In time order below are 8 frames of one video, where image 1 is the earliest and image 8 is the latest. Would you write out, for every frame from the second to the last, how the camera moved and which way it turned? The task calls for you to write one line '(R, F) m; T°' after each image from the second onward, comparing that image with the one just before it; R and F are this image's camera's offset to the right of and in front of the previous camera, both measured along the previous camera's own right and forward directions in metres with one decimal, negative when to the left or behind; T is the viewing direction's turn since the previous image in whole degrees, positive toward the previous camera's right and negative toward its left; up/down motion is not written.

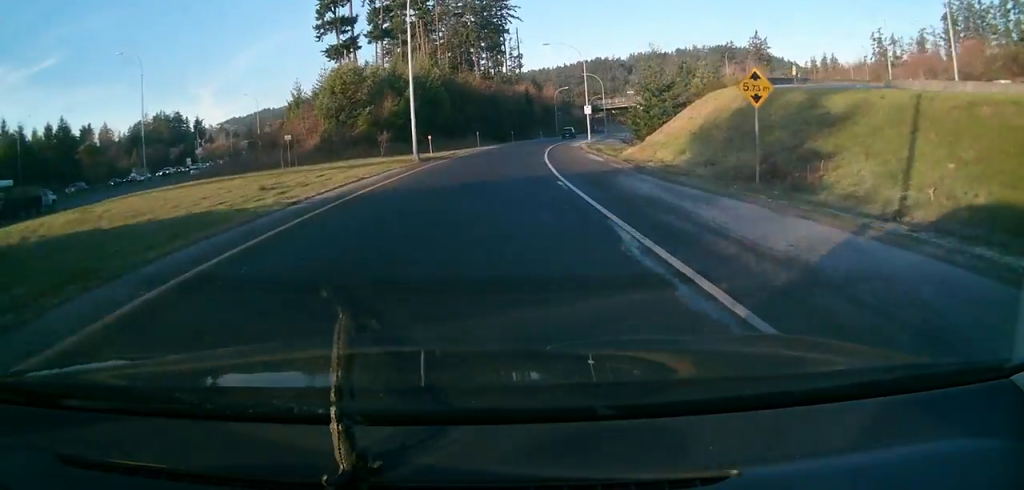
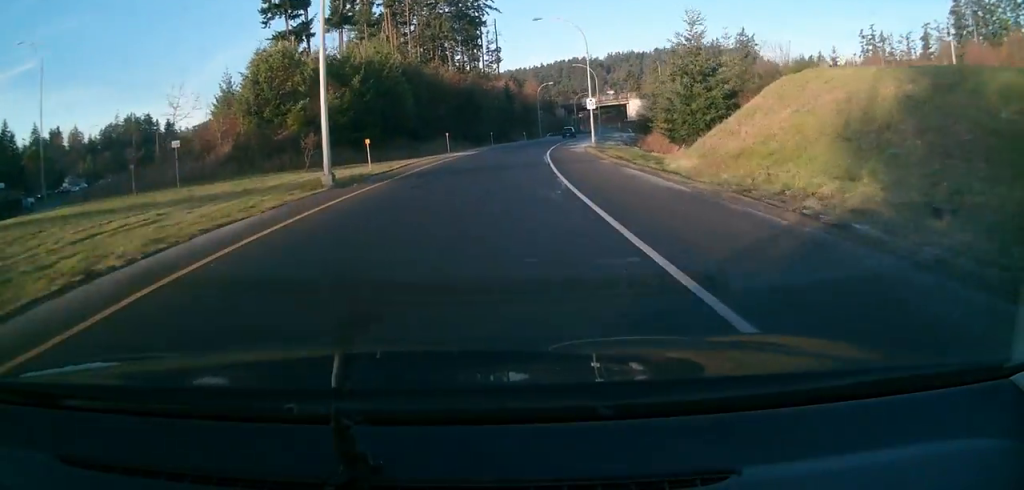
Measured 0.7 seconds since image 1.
(0.0, +15.1) m; 0°
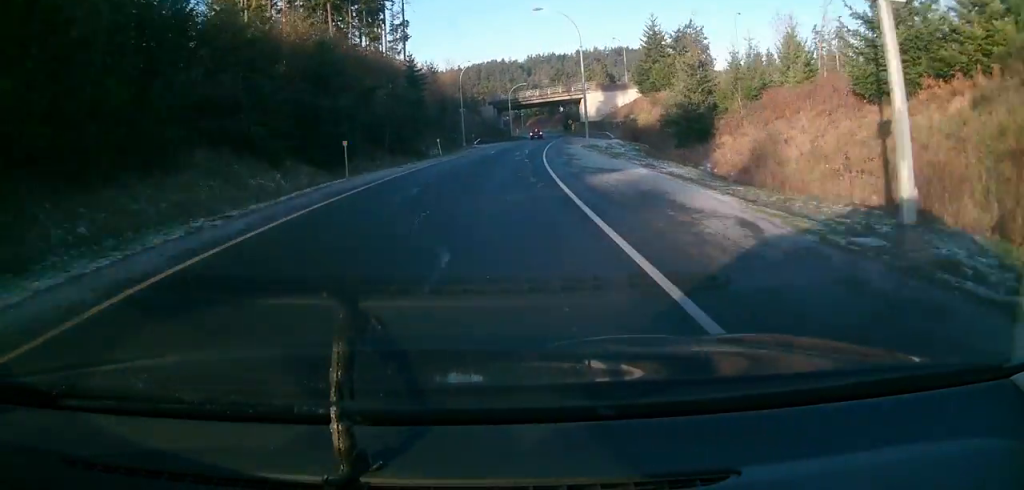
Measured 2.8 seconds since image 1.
(0.0, +45.3) m; 0°
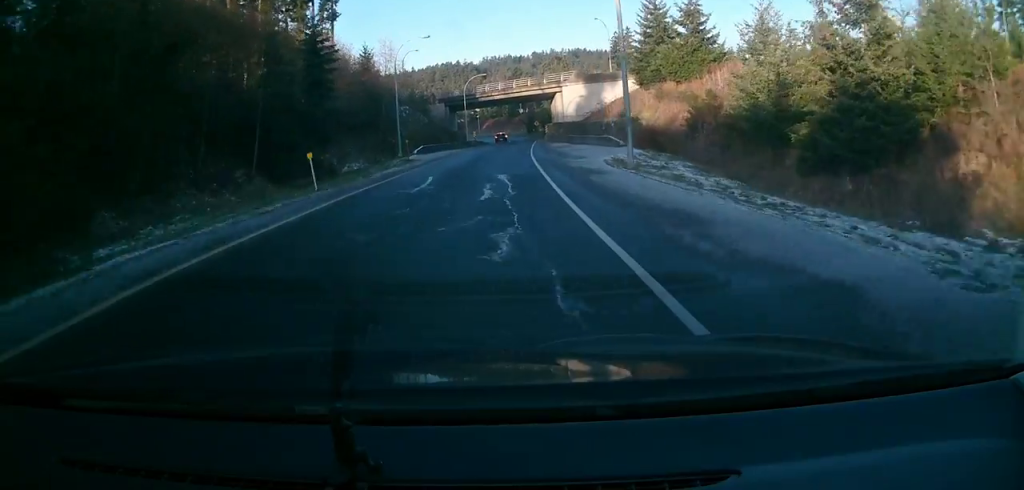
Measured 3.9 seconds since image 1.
(0.0, +25.8) m; +5°
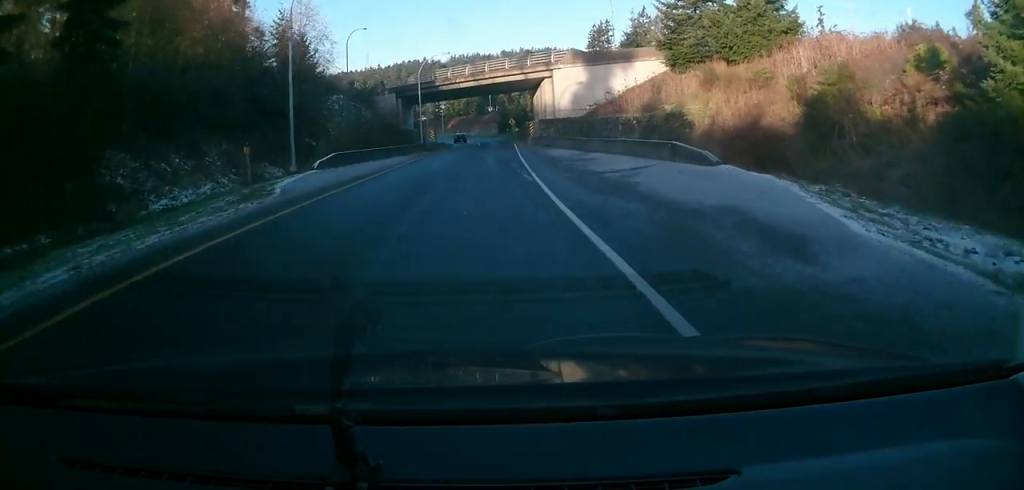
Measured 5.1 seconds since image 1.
(+2.4, +21.1) m; +10°
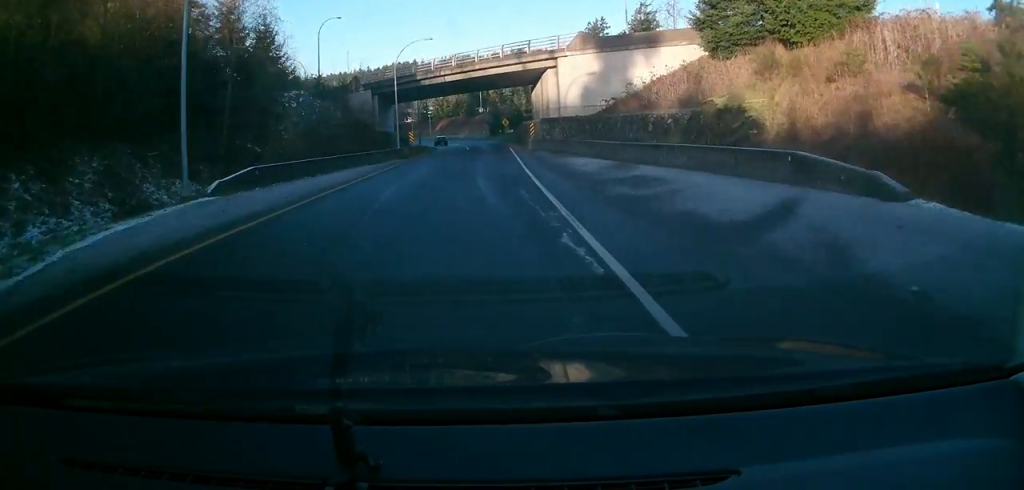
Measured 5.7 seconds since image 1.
(+0.4, +10.0) m; +1°
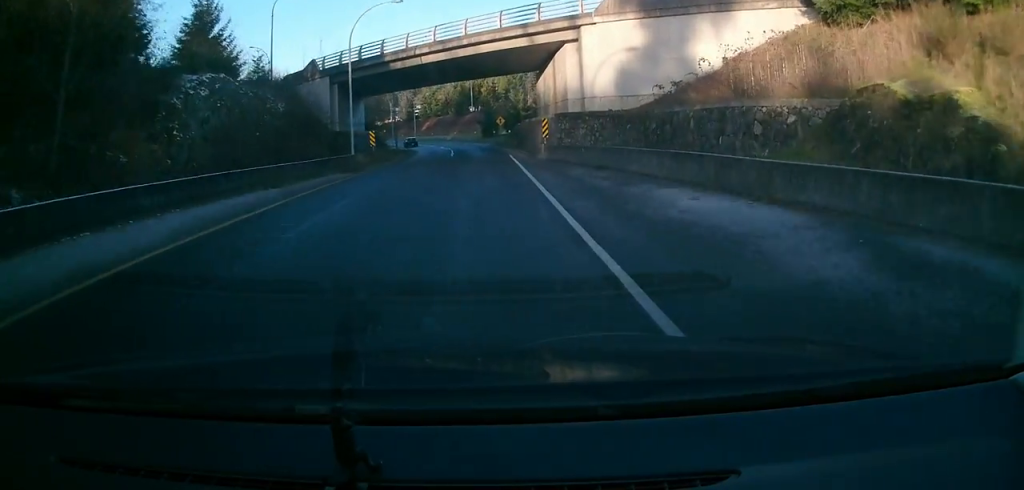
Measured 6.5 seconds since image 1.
(+0.2, +14.0) m; +1°
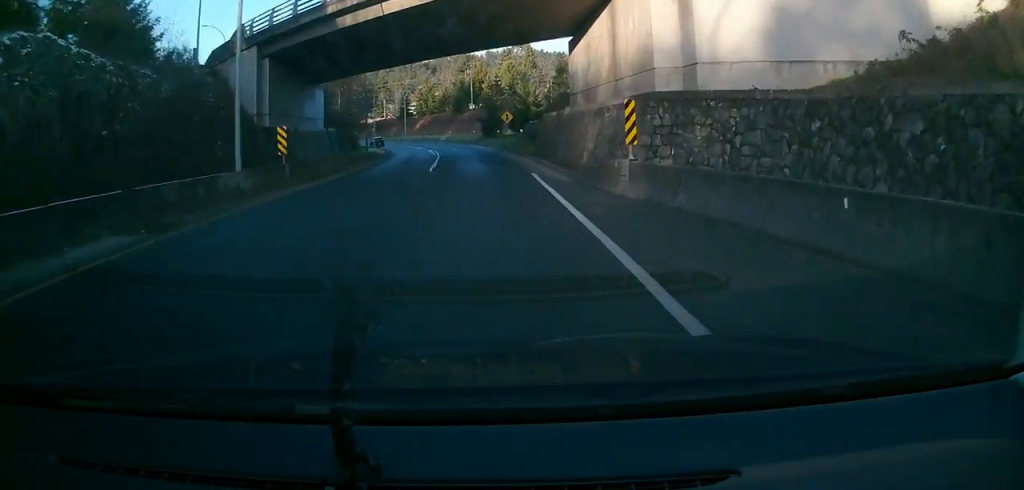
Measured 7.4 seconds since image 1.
(0.0, +16.2) m; 0°
